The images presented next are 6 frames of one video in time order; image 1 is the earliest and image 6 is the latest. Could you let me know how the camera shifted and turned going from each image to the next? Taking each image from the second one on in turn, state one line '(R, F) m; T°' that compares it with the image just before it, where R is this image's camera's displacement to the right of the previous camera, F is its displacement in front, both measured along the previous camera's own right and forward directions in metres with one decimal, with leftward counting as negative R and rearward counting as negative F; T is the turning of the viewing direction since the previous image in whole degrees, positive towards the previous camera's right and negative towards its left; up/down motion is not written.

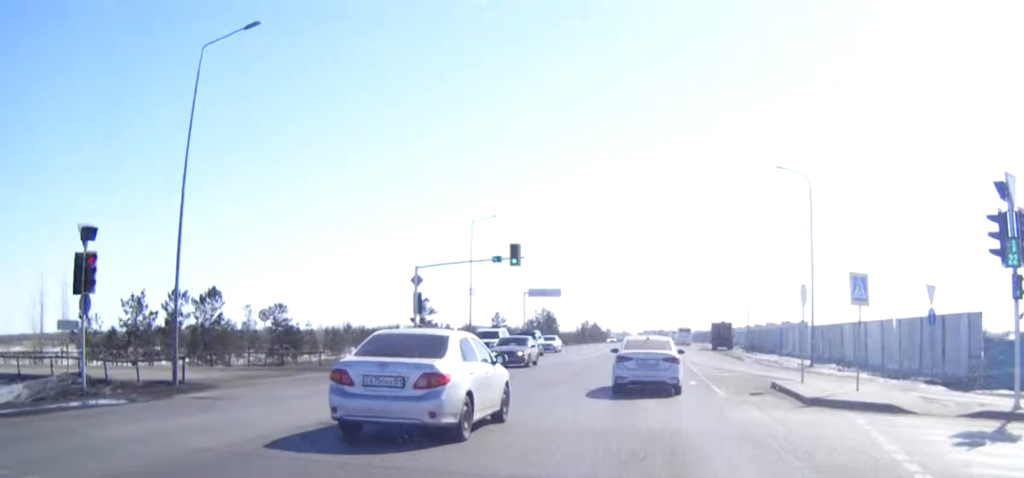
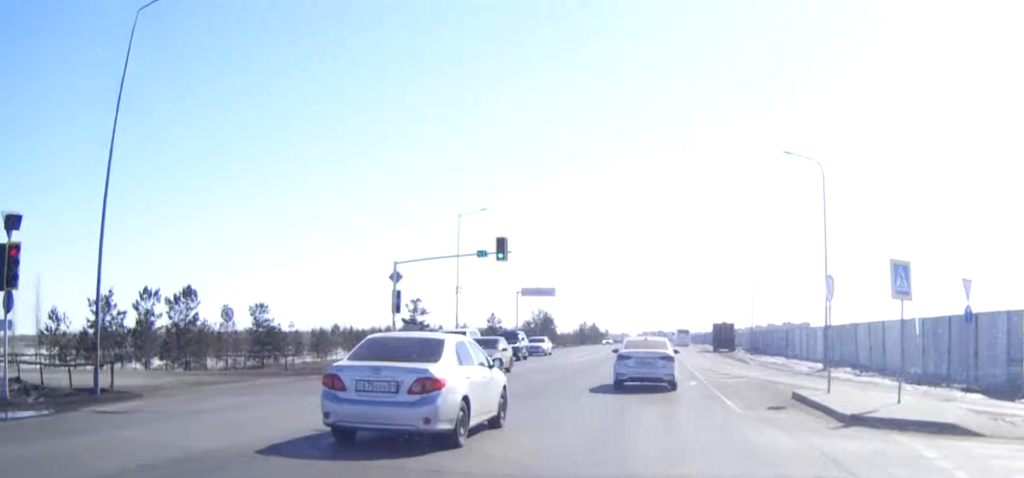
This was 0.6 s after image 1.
(0.0, +4.2) m; 0°
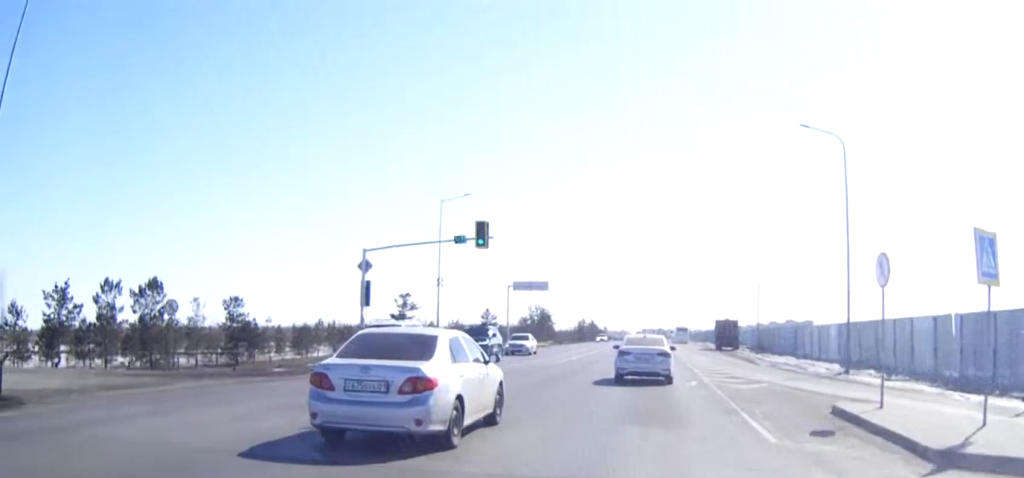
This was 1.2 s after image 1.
(0.0, +5.1) m; 0°
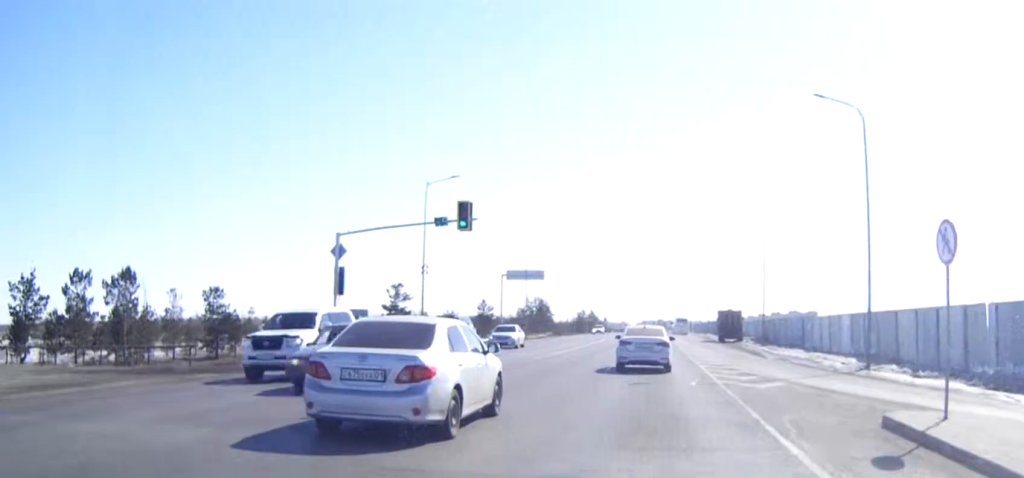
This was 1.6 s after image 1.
(0.0, +3.8) m; 0°
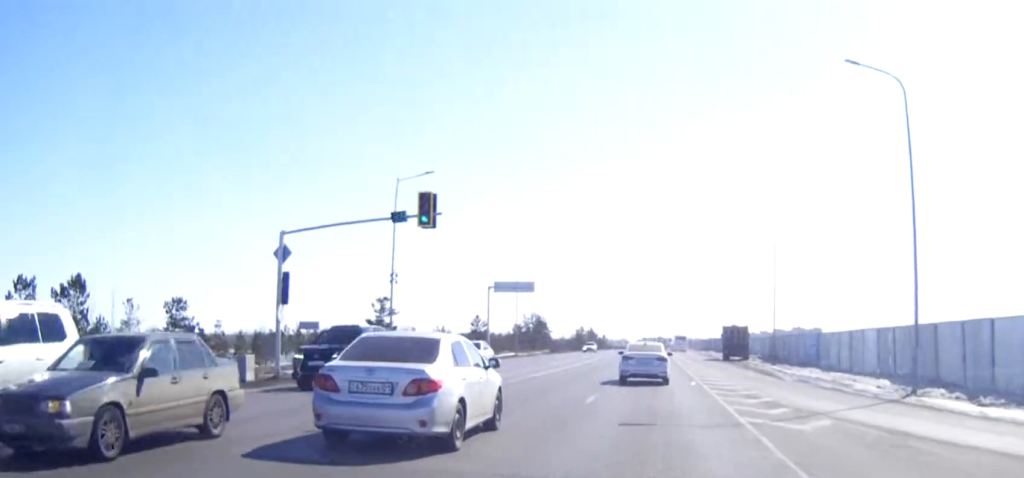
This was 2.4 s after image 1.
(0.0, +6.8) m; 0°
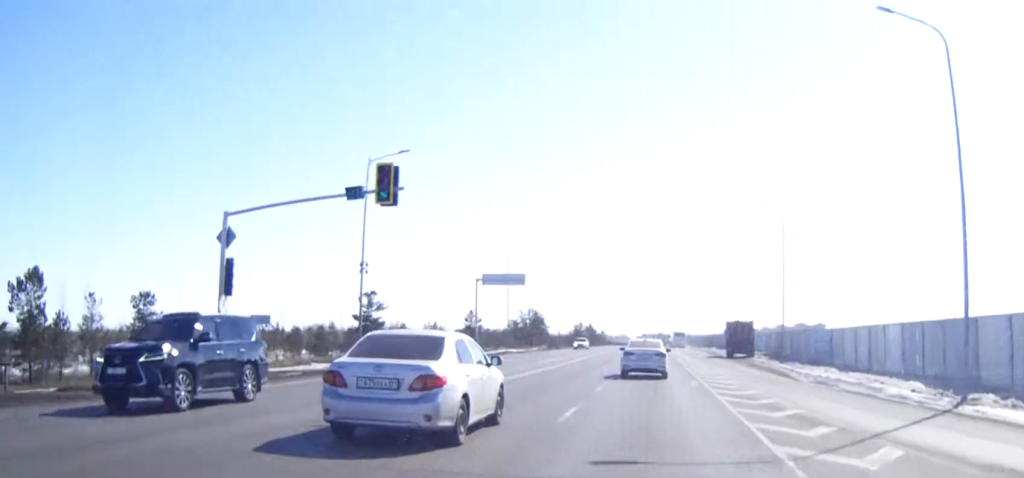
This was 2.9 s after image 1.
(0.0, +5.0) m; 0°
